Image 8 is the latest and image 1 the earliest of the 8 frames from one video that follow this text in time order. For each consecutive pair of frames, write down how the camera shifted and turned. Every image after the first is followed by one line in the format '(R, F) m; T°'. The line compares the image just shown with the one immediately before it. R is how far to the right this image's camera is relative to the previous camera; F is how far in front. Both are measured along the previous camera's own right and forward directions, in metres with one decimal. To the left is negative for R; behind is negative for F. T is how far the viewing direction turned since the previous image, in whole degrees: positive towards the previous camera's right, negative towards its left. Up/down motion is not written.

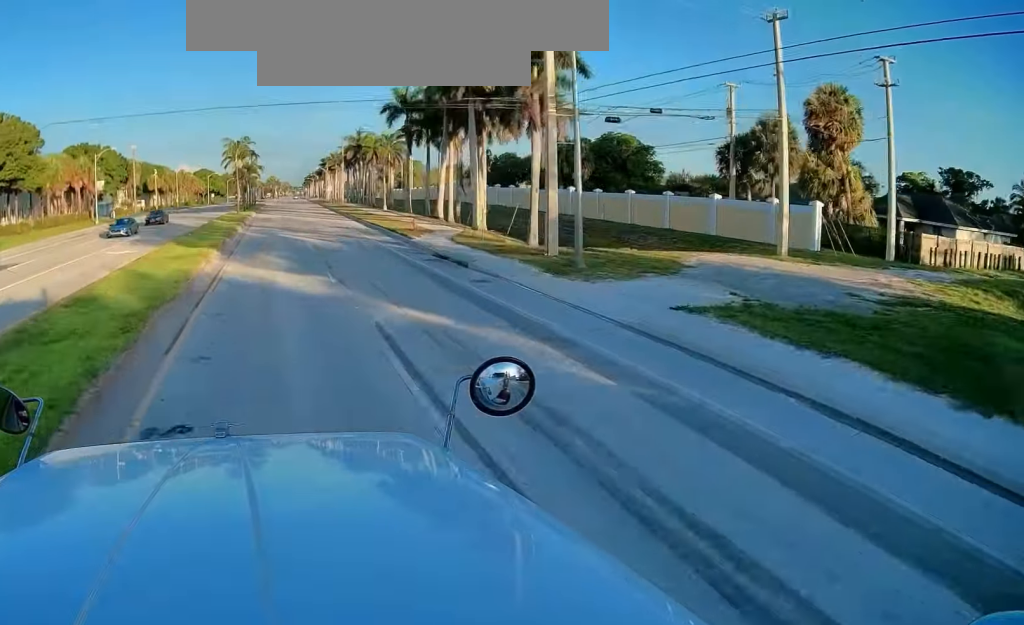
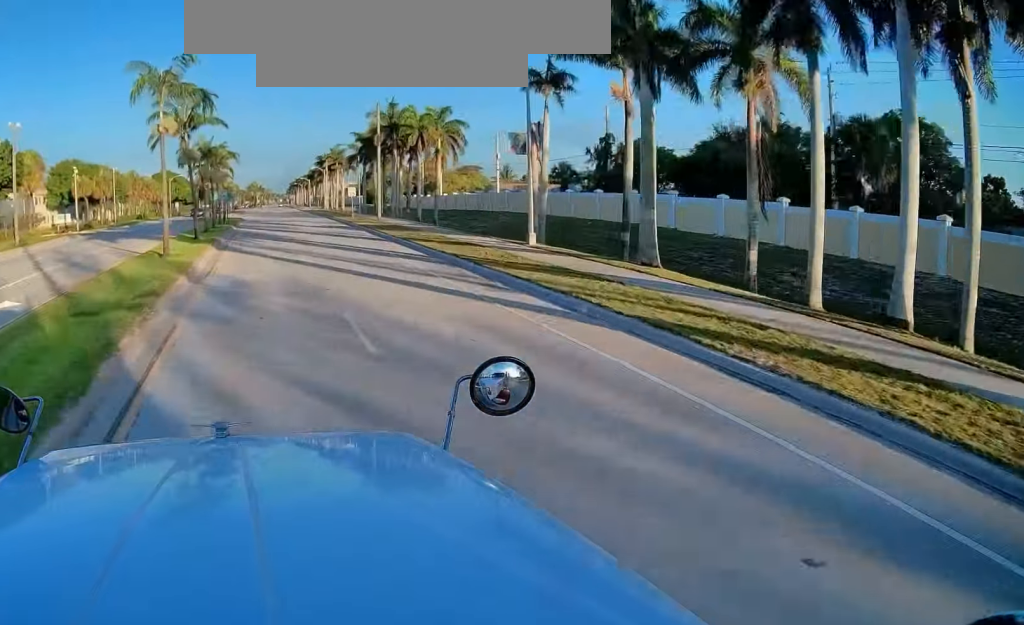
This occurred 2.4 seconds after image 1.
(+0.8, +43.8) m; +1°
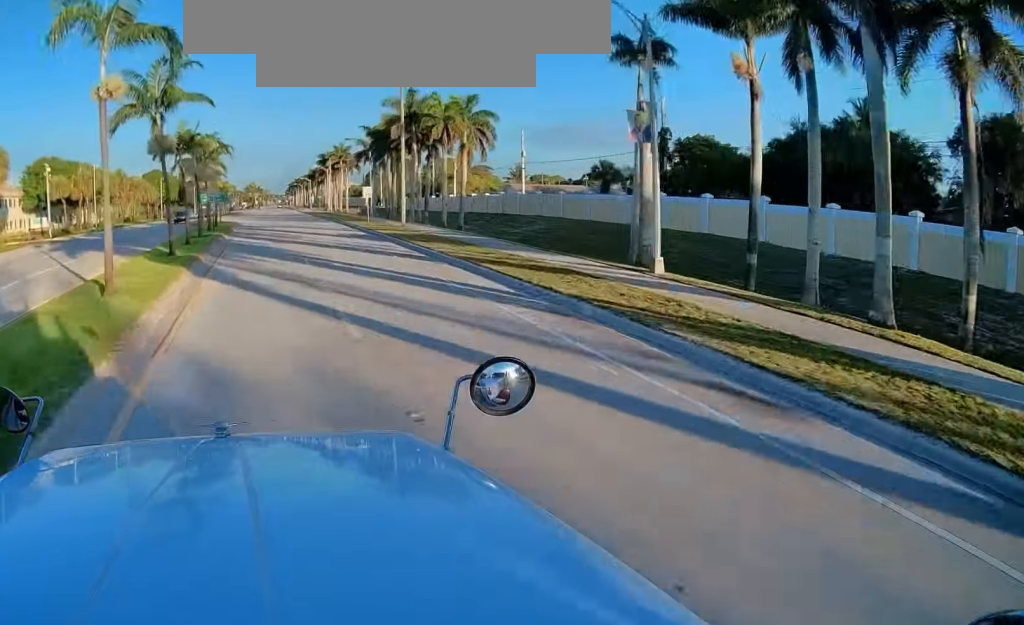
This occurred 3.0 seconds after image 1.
(-0.1, +10.3) m; 0°
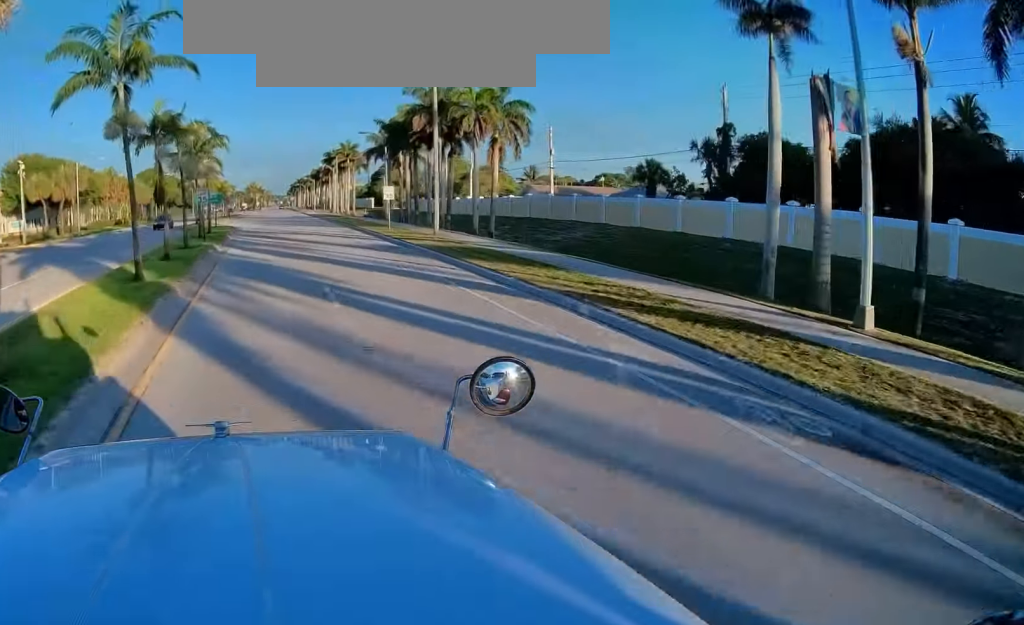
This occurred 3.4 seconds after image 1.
(0.0, +7.9) m; 0°
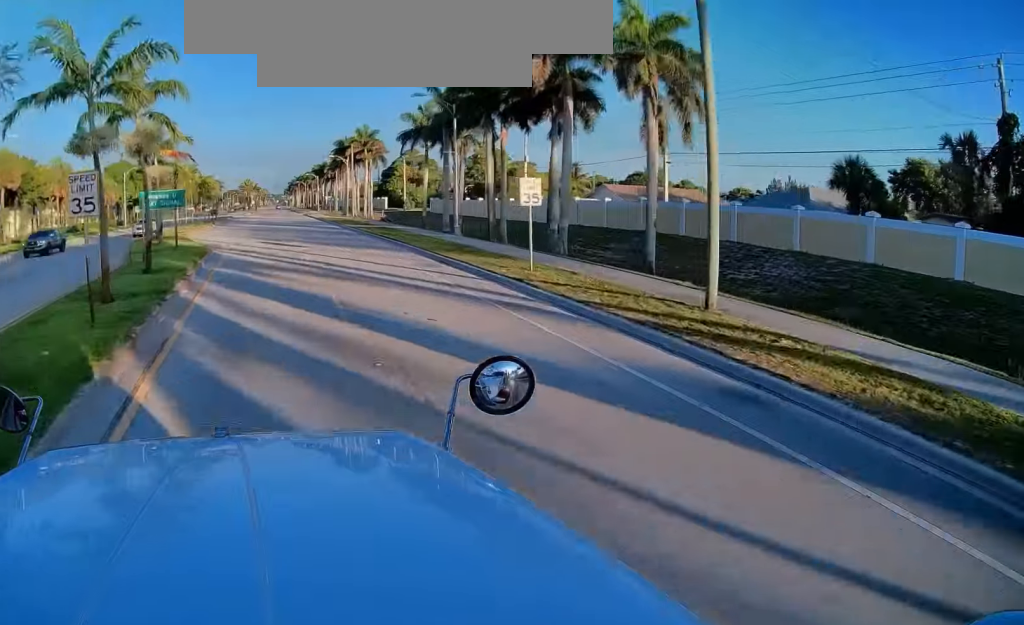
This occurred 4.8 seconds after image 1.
(+0.1, +24.8) m; 0°
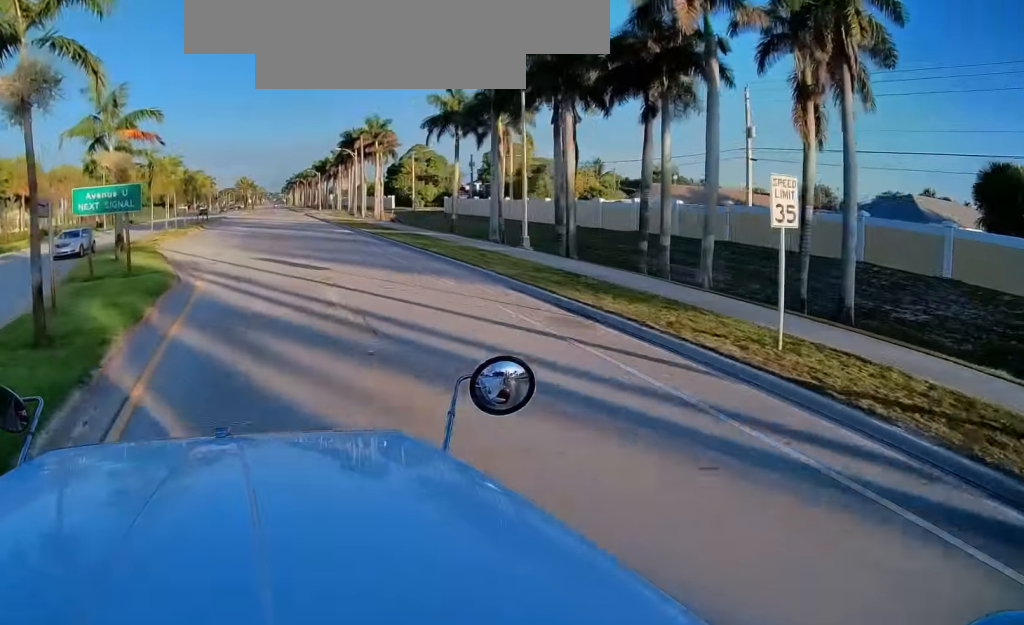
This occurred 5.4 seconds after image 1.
(-0.1, +11.4) m; 0°
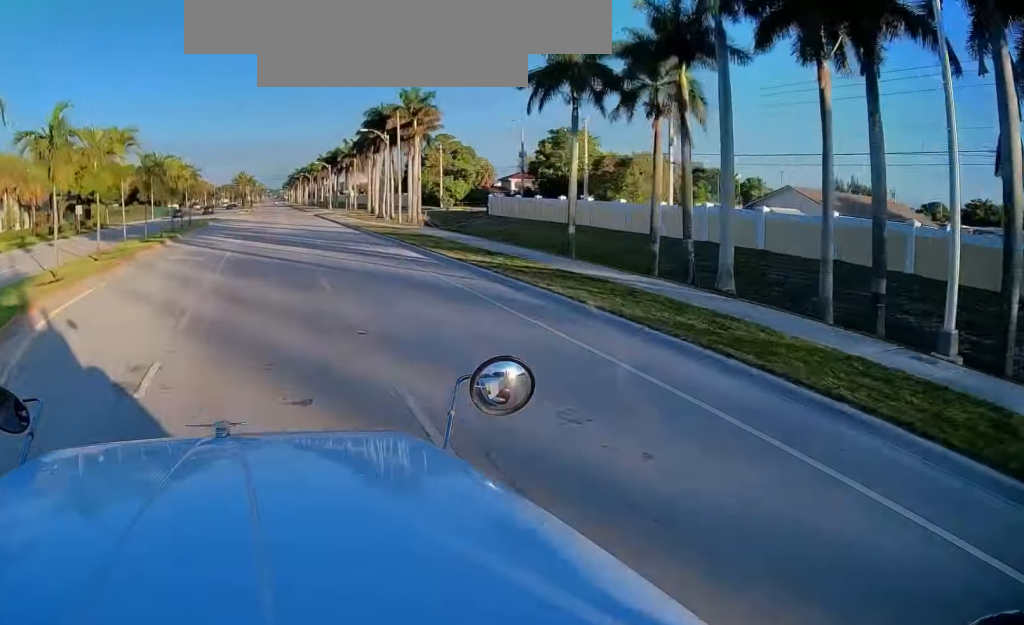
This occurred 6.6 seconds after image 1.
(+0.2, +21.5) m; +1°
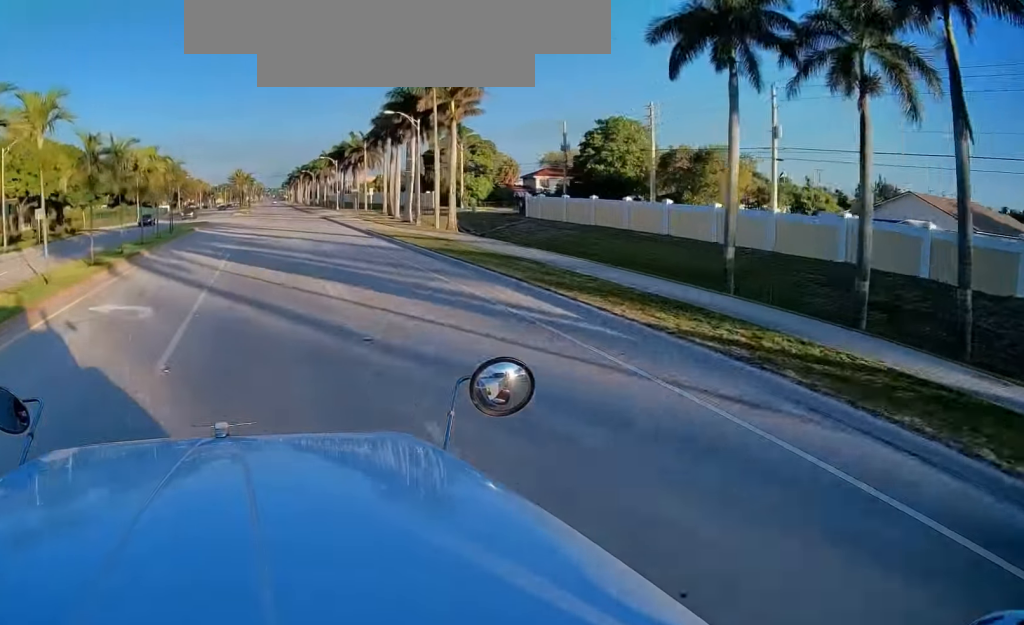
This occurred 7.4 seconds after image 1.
(0.0, +13.3) m; 0°
